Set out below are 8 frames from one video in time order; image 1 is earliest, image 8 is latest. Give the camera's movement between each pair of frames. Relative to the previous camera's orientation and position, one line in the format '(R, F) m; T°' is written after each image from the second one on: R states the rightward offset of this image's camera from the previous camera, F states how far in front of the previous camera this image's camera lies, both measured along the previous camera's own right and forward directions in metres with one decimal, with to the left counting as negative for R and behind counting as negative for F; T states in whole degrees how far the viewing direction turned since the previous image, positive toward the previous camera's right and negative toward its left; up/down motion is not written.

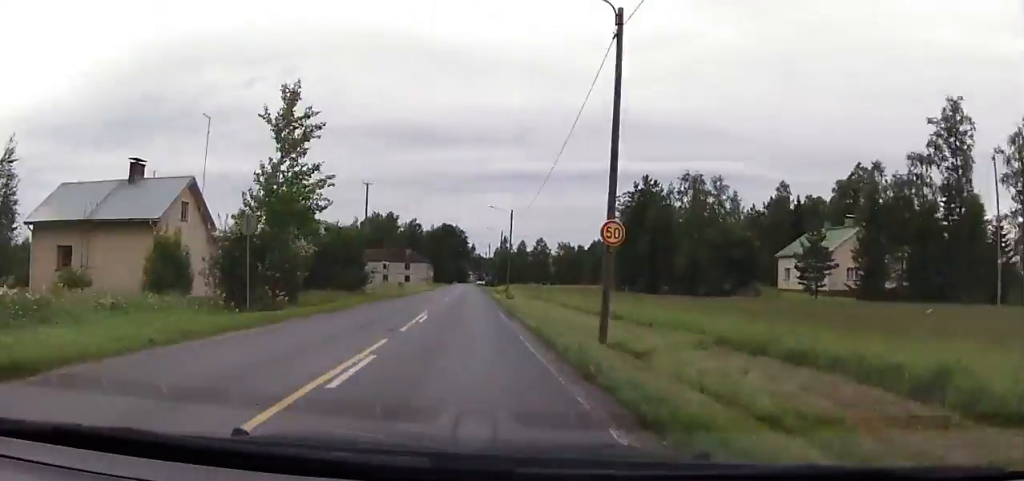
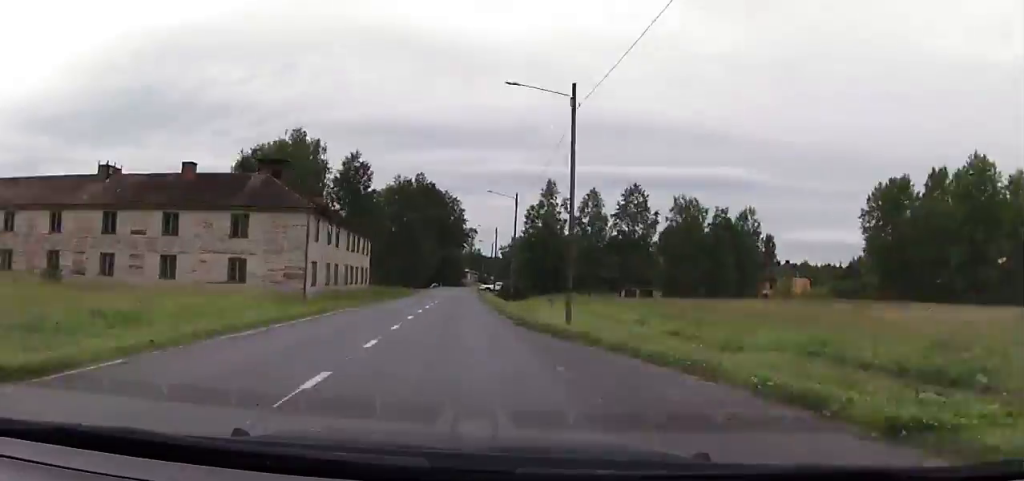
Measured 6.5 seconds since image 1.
(-1.1, +109.4) m; 0°
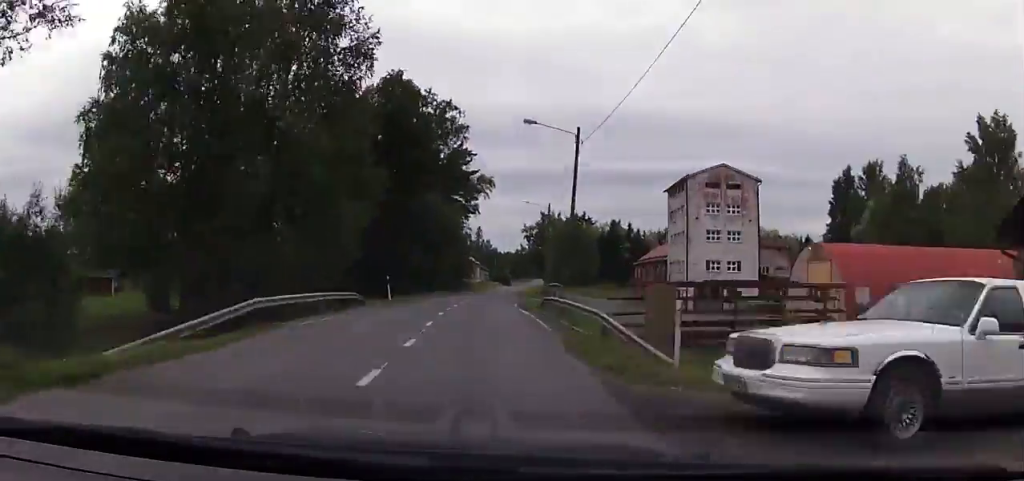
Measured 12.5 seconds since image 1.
(+1.6, +95.8) m; +3°
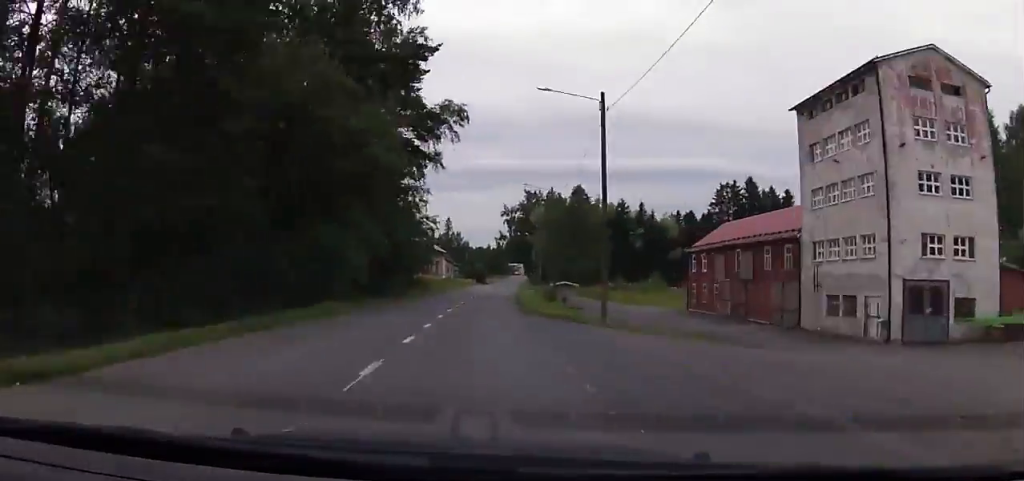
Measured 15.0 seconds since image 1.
(+0.5, +39.0) m; +2°
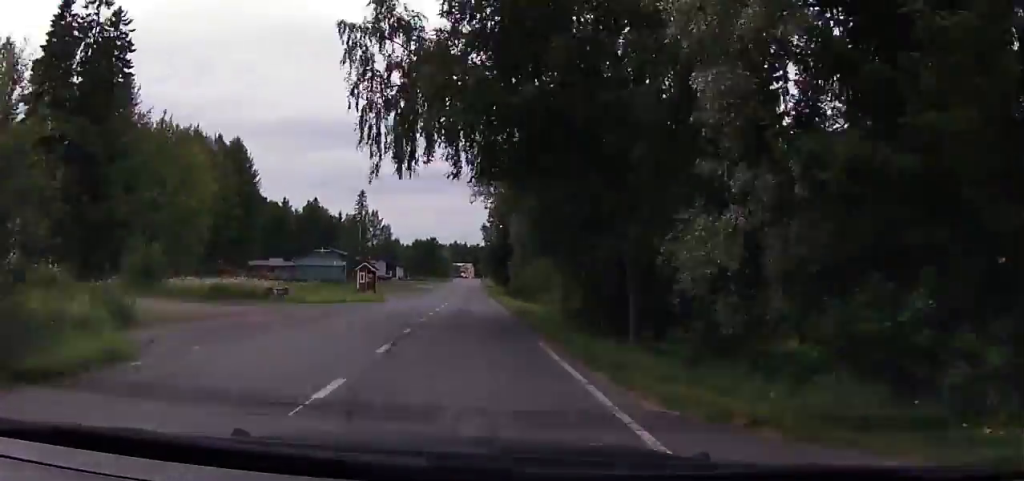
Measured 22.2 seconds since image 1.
(+4.8, +110.1) m; +3°
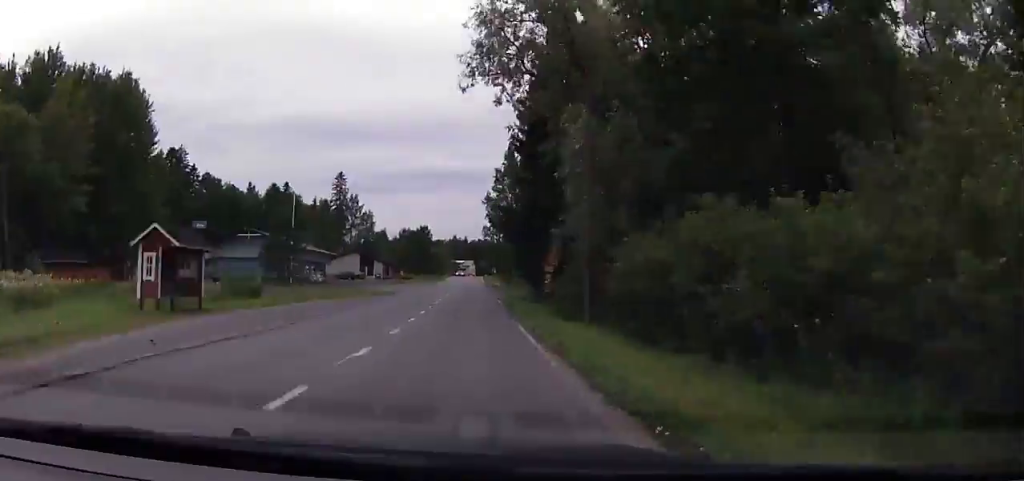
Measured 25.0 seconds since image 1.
(+0.1, +40.8) m; 0°
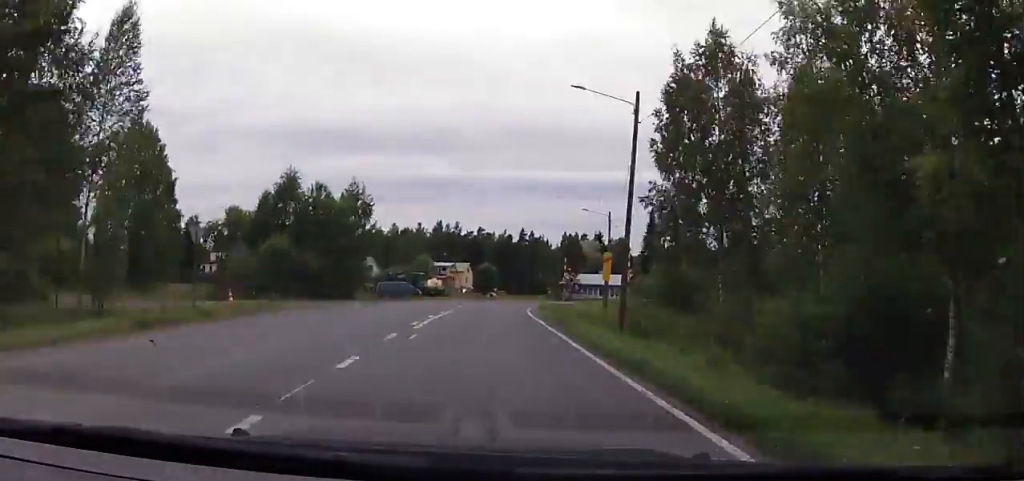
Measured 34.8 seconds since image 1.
(+5.2, +130.4) m; +11°
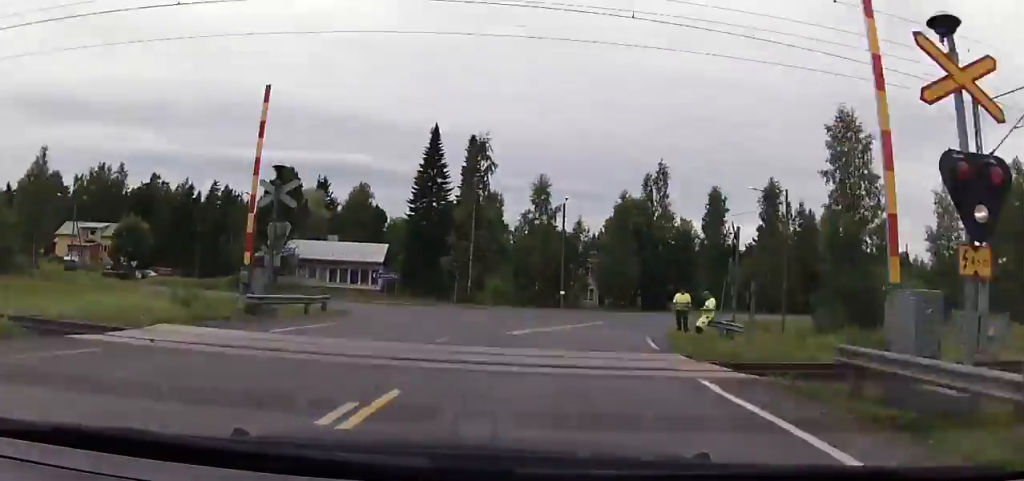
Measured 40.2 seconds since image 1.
(+6.0, +59.6) m; -3°
